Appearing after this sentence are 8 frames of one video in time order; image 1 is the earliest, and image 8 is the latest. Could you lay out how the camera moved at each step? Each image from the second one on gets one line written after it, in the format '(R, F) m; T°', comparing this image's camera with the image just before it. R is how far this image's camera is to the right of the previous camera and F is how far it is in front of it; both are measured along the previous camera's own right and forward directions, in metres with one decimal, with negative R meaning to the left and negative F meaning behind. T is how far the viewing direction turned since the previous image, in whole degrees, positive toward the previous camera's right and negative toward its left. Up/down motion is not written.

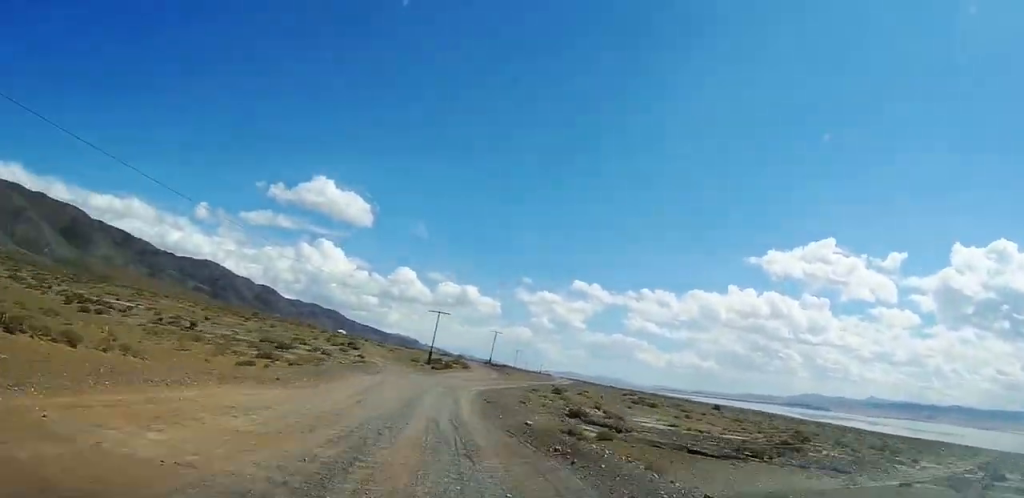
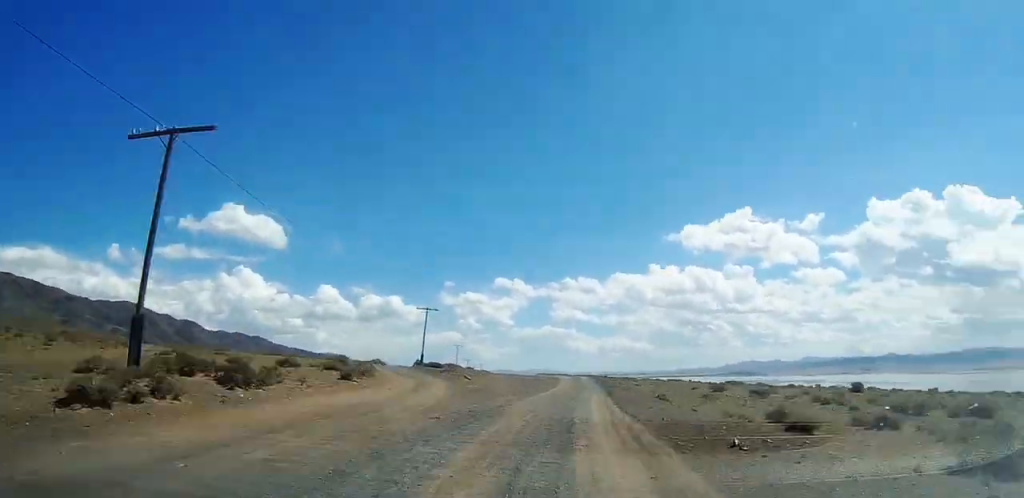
(+1.9, +52.5) m; 0°
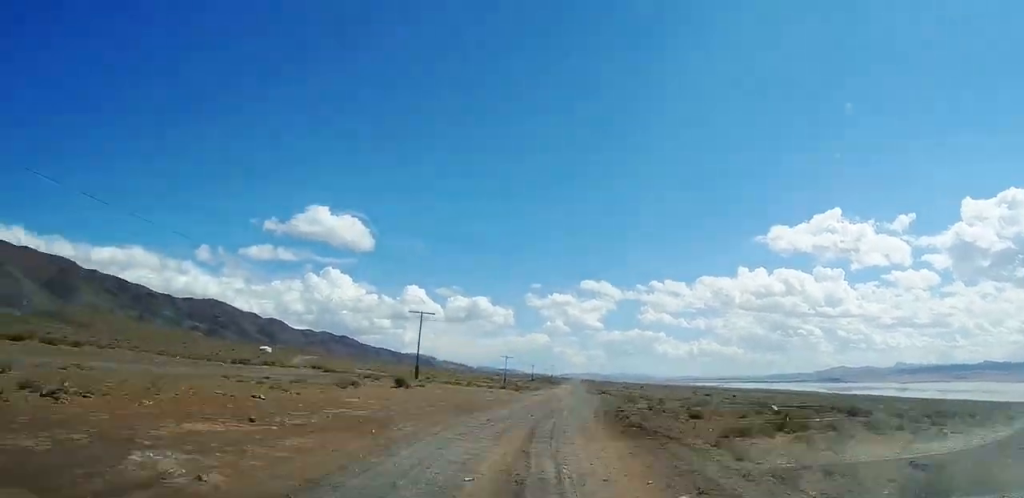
(+1.7, +88.8) m; 0°
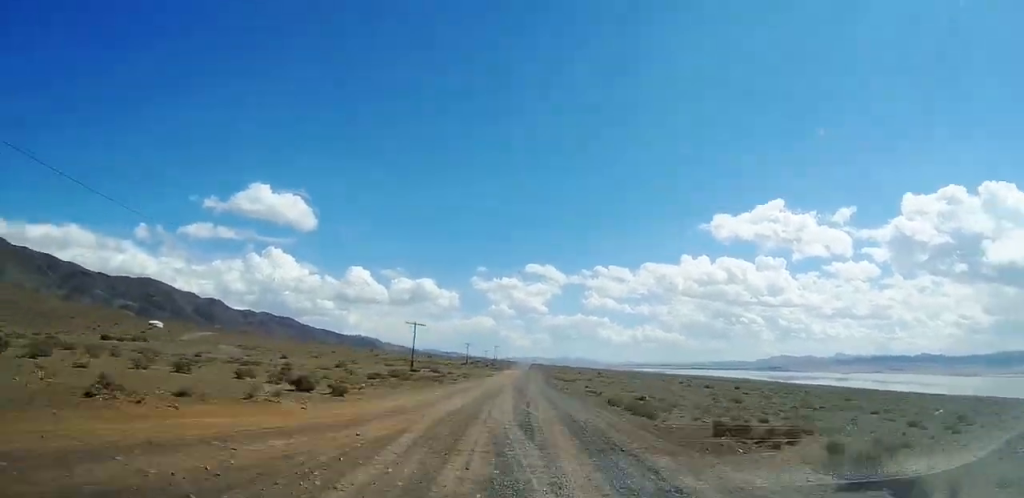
(-1.1, +49.7) m; -1°
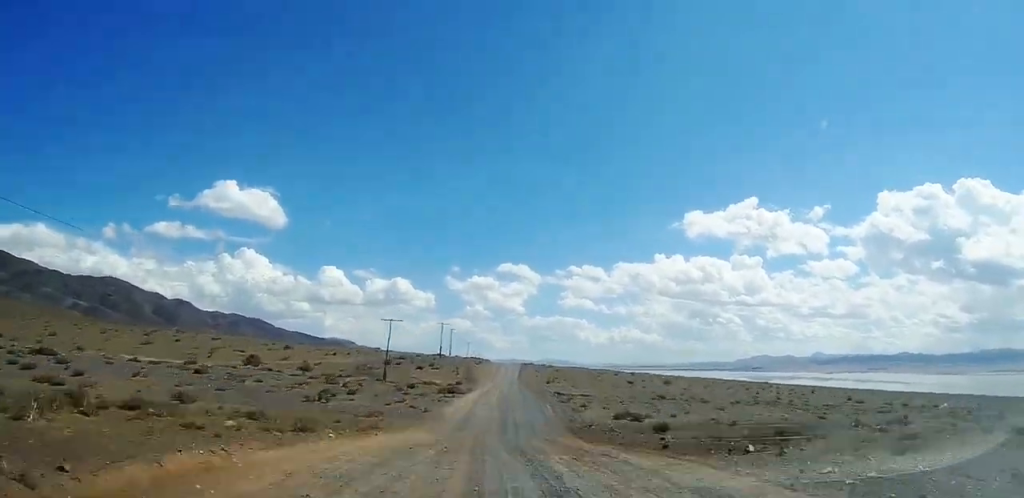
(-0.8, +126.6) m; 0°
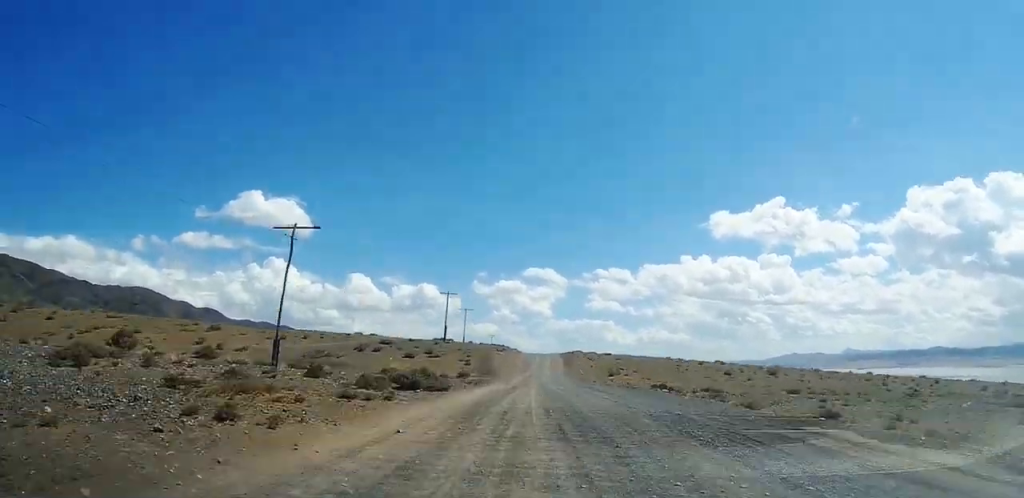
(+0.1, +47.7) m; 0°
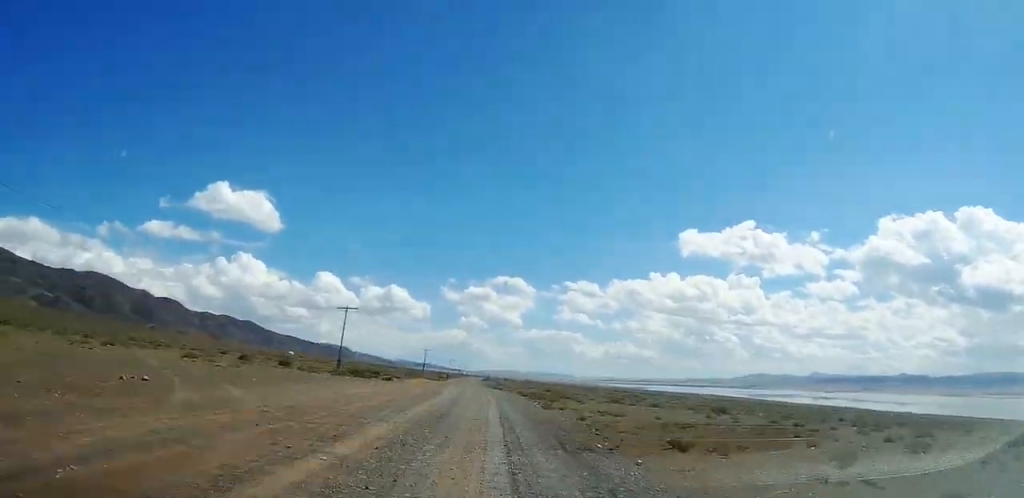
(-0.7, +129.6) m; -1°
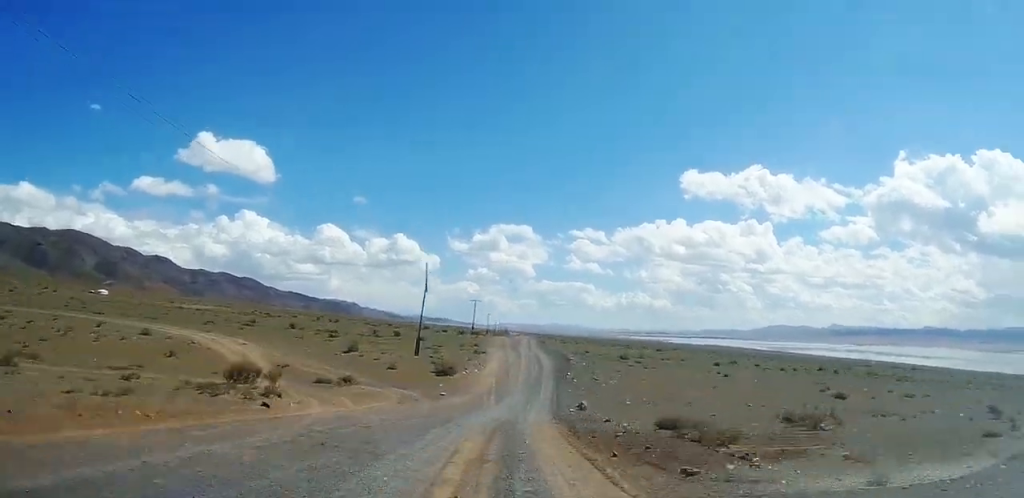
(+2.8, +322.6) m; +2°
